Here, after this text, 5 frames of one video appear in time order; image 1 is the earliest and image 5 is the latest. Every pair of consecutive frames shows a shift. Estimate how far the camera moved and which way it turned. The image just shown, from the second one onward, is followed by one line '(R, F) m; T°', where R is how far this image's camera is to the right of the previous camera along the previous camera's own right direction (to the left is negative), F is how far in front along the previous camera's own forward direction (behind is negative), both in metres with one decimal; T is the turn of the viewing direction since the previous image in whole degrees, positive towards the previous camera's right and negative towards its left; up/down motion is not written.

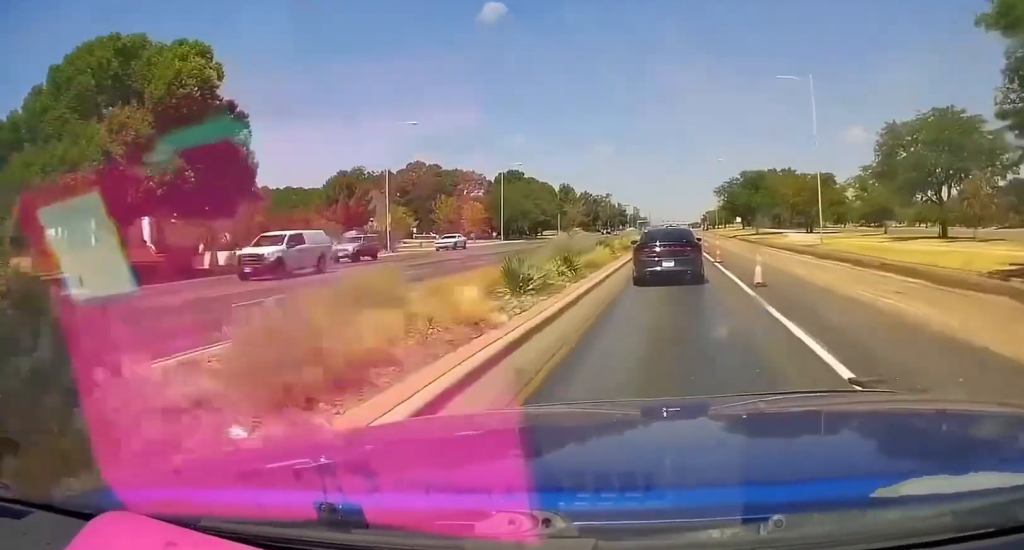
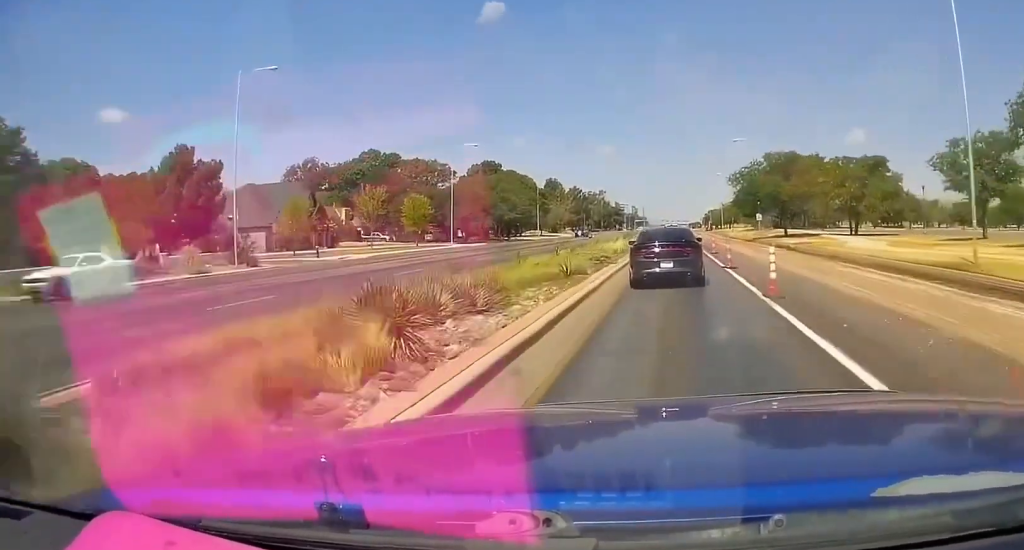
(0.0, +26.2) m; 0°
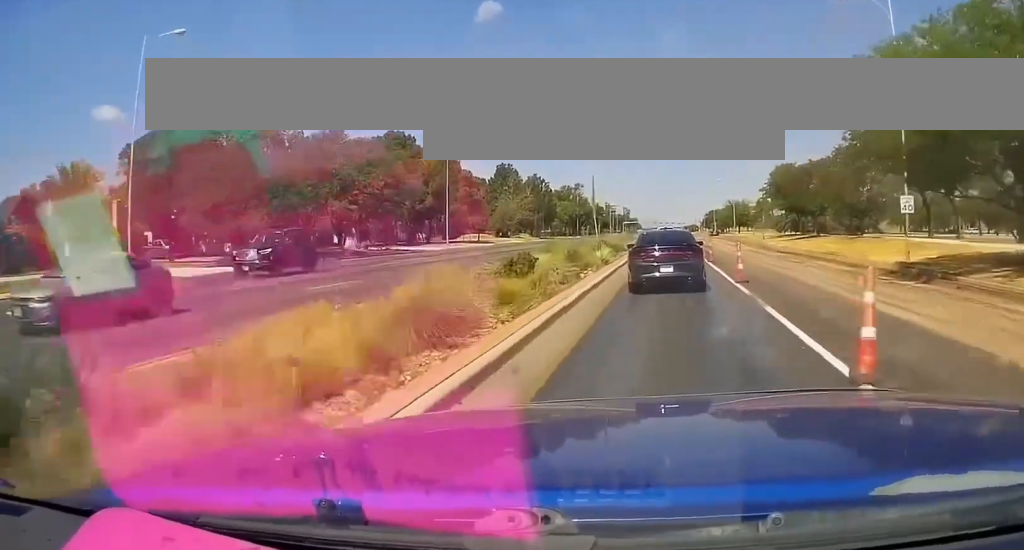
(+0.8, +57.9) m; +1°
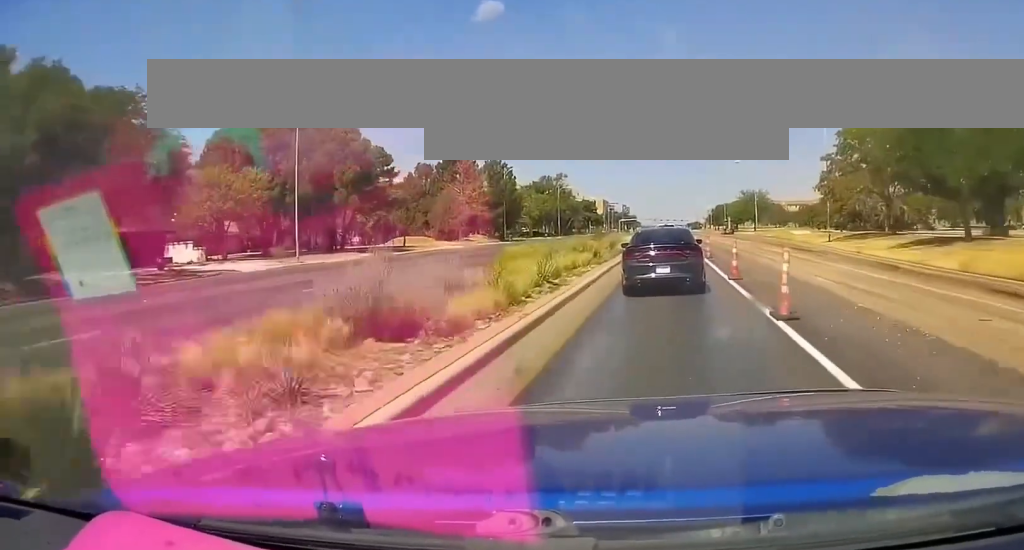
(-1.0, +37.6) m; -3°
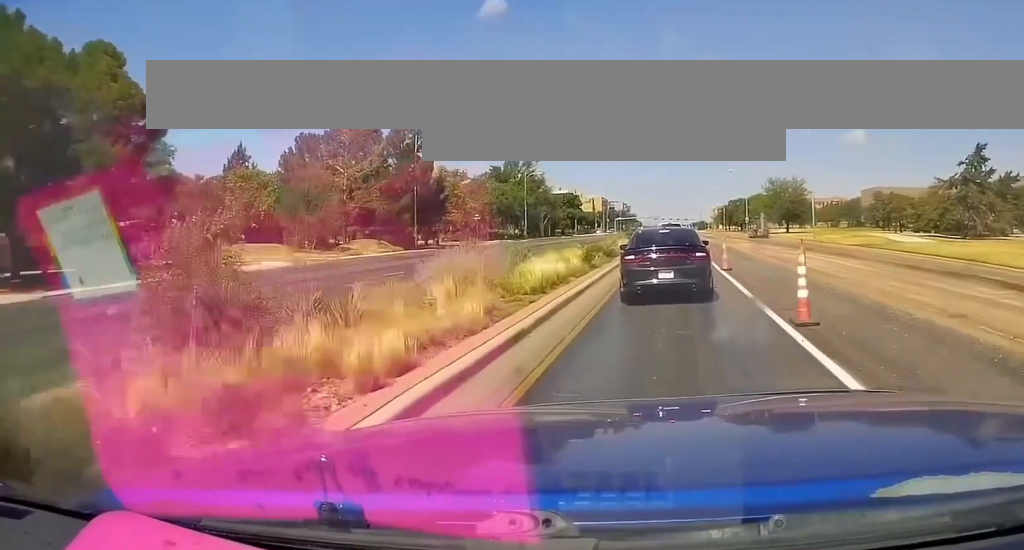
(+0.3, +45.3) m; +1°
